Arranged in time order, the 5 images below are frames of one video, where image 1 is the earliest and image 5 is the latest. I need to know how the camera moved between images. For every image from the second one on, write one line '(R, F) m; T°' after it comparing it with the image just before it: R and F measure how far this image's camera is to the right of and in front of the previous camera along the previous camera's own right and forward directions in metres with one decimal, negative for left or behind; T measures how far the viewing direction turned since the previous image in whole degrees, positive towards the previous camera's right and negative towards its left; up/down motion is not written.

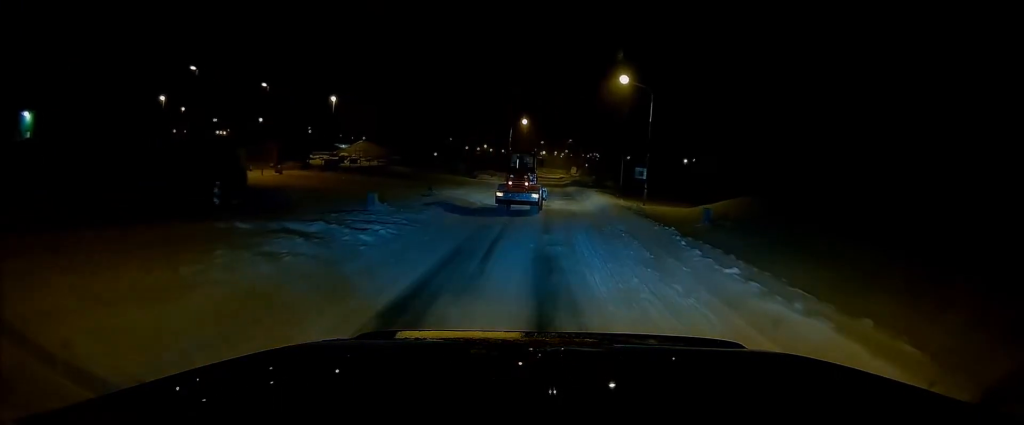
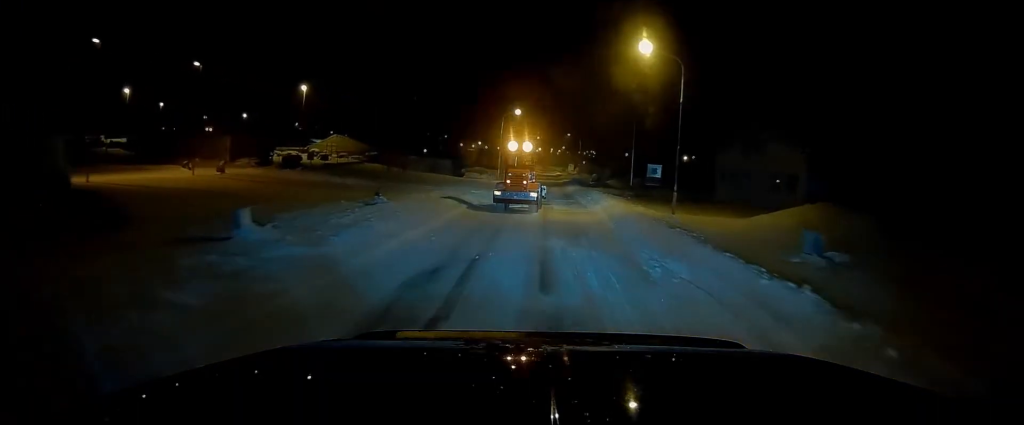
(0.0, +8.4) m; 0°
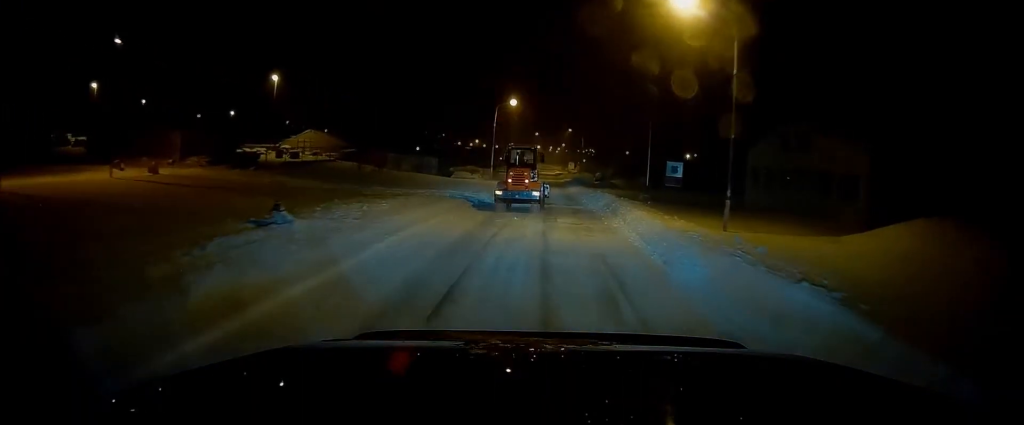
(0.0, +7.6) m; +1°
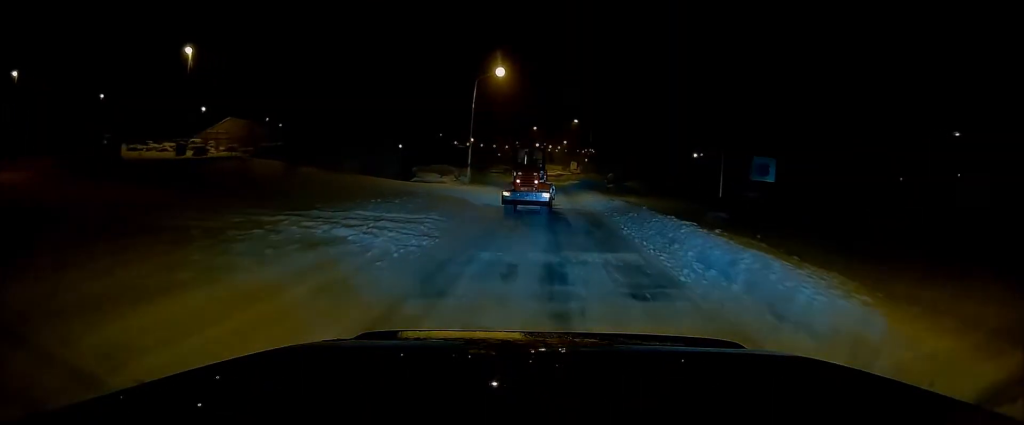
(0.0, +16.4) m; 0°
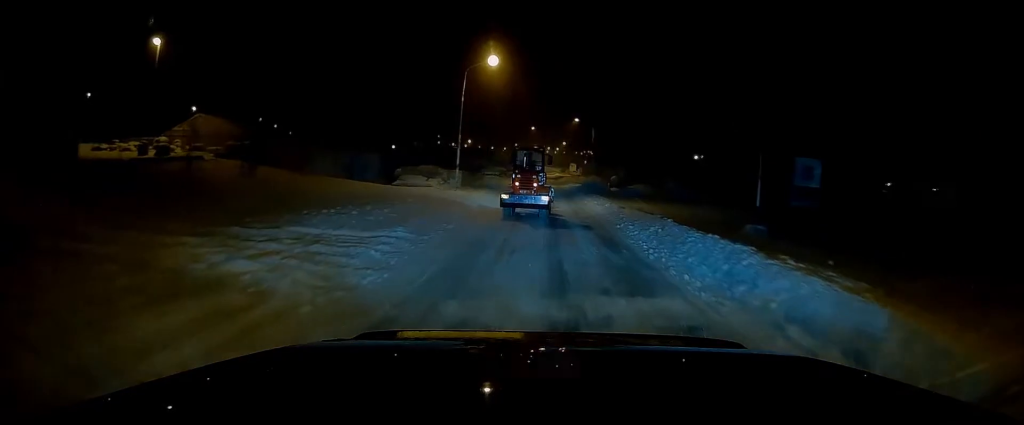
(+0.1, +4.4) m; +1°
